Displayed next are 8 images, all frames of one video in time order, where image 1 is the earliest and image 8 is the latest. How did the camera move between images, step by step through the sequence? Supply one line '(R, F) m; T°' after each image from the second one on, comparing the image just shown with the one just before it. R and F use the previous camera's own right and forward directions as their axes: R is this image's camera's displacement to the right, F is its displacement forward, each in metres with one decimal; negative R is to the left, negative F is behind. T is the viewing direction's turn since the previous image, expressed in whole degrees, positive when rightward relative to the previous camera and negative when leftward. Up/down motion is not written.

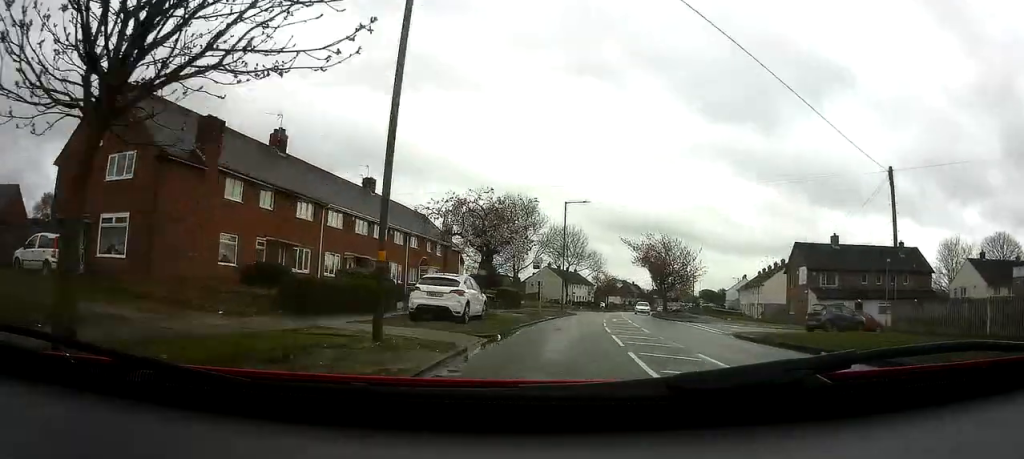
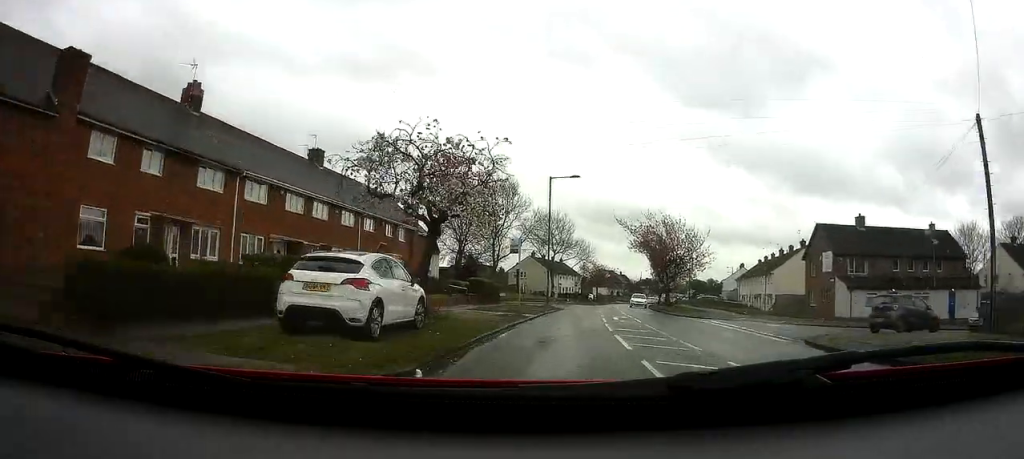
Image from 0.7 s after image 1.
(0.0, +8.0) m; +2°
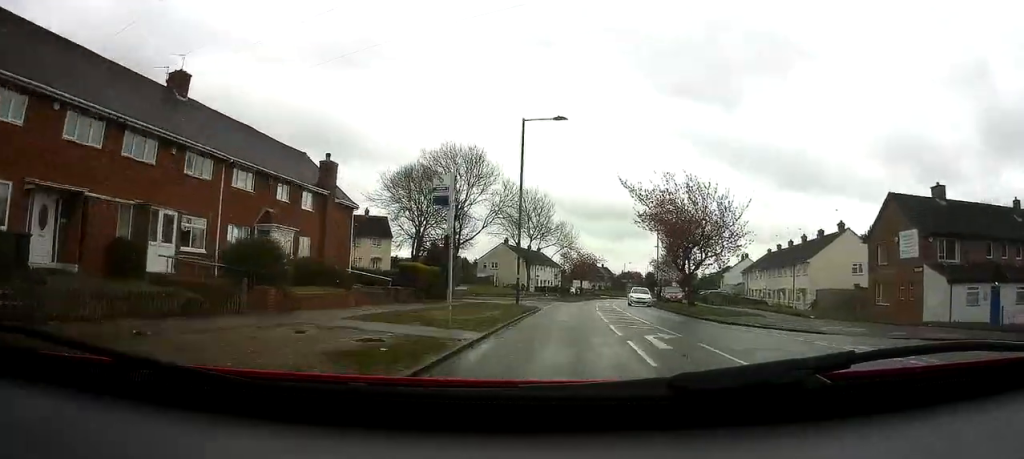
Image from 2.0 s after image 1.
(+0.5, +14.2) m; +2°
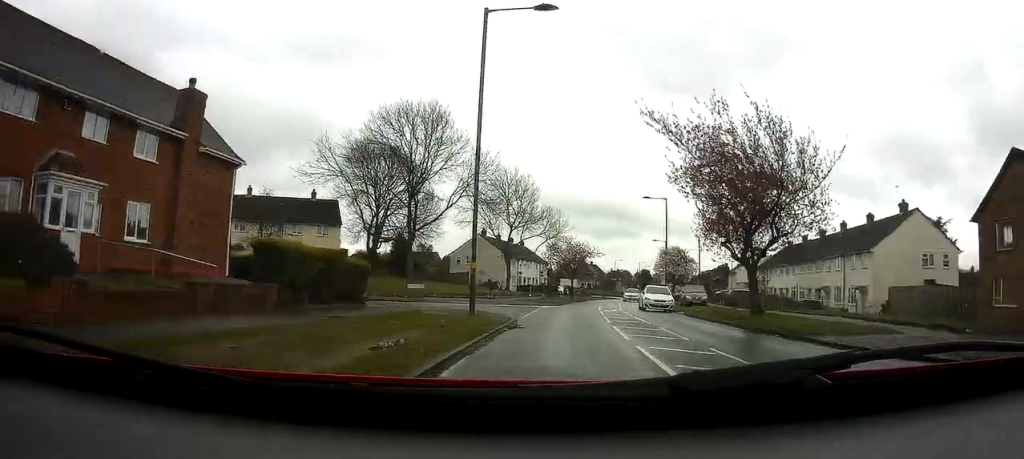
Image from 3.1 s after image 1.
(+0.1, +12.7) m; +2°
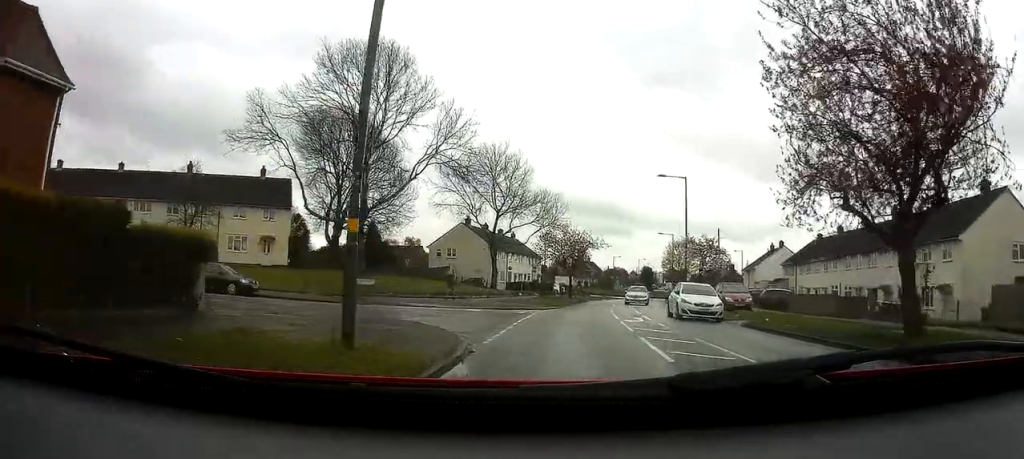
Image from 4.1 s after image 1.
(+0.3, +10.3) m; 0°
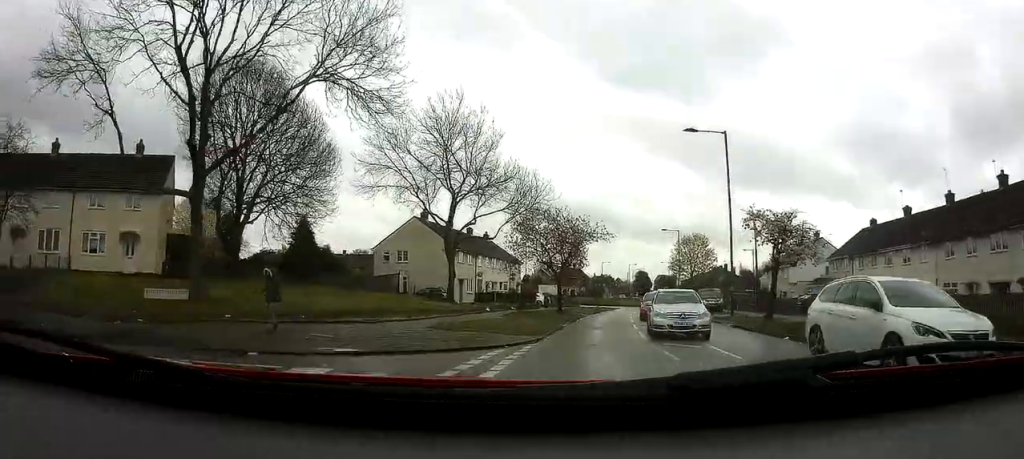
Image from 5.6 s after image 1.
(-0.1, +15.5) m; +2°
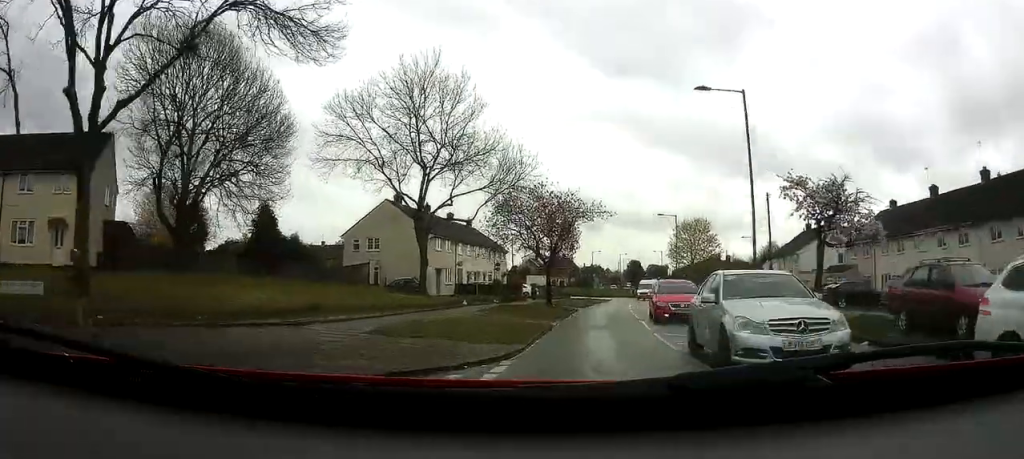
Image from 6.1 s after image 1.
(+0.1, +5.3) m; +1°
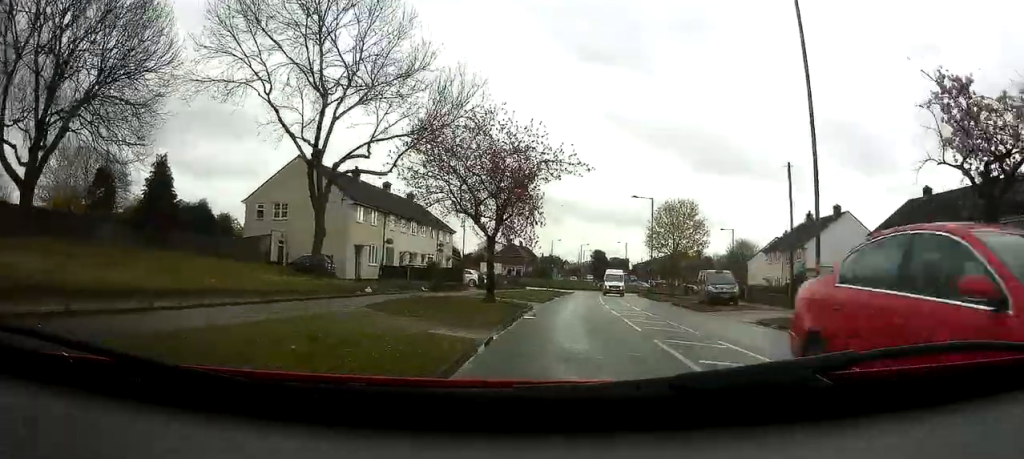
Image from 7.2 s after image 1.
(+0.2, +9.9) m; +2°
